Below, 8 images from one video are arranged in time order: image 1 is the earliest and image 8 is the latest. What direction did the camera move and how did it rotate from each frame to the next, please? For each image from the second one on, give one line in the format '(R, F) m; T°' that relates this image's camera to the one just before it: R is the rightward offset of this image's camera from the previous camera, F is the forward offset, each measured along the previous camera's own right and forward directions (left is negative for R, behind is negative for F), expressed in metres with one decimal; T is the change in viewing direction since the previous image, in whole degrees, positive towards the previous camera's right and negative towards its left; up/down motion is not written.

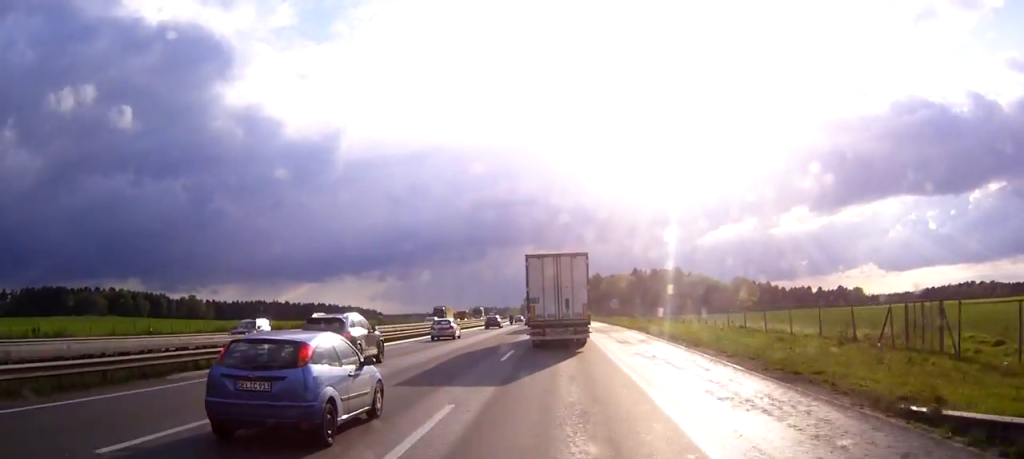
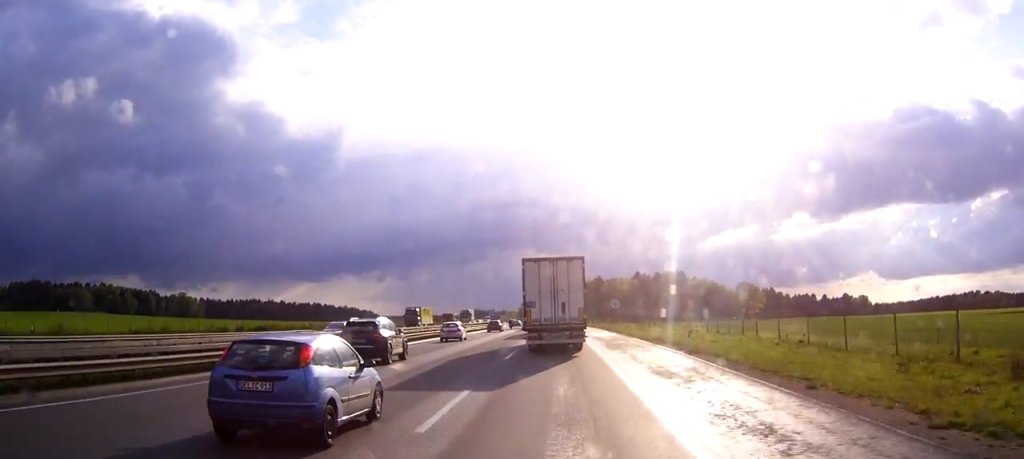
(+0.2, +14.8) m; -1°
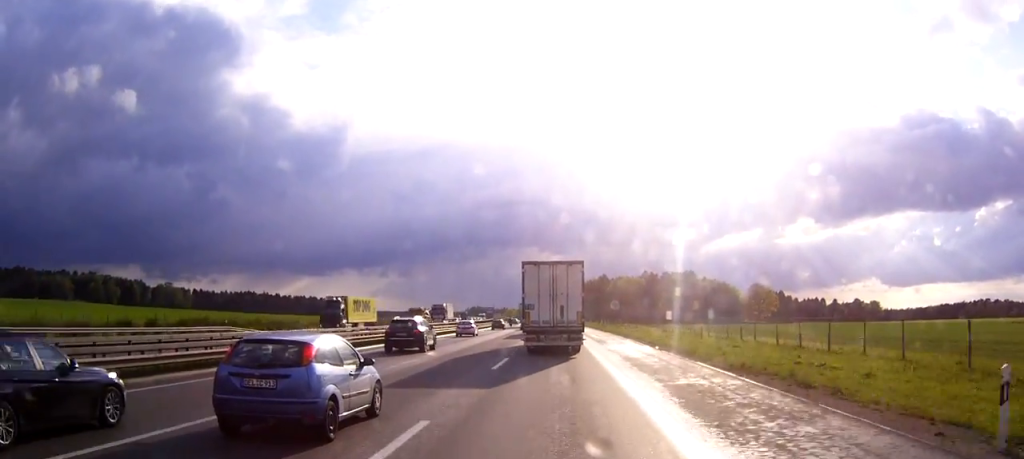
(-0.6, +23.3) m; -1°
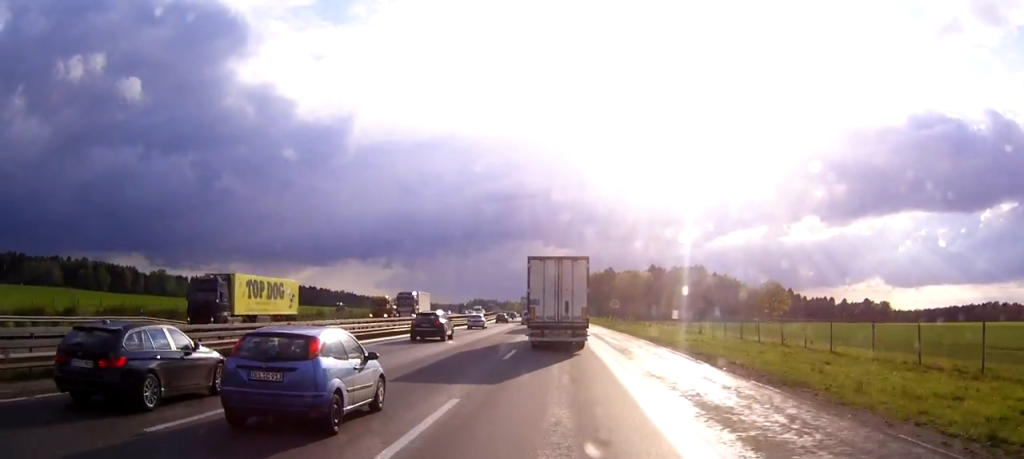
(0.0, +15.6) m; 0°
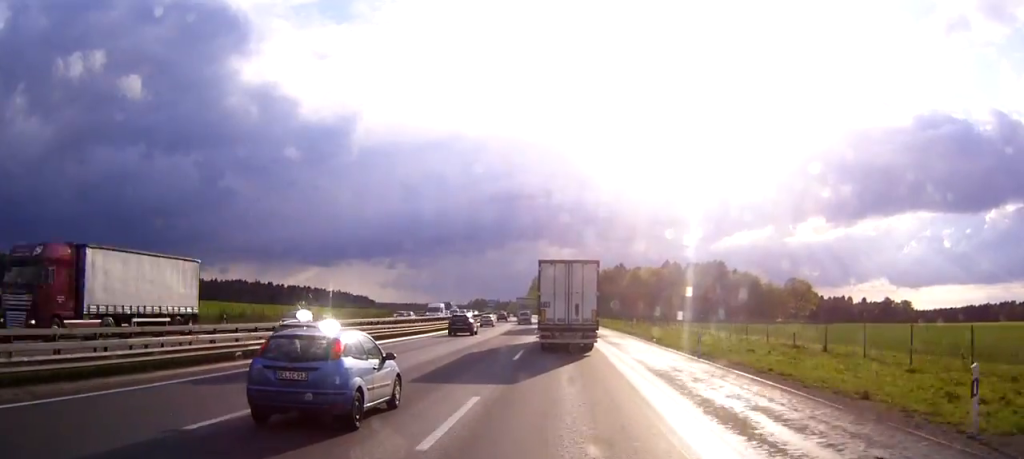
(0.0, +35.5) m; 0°
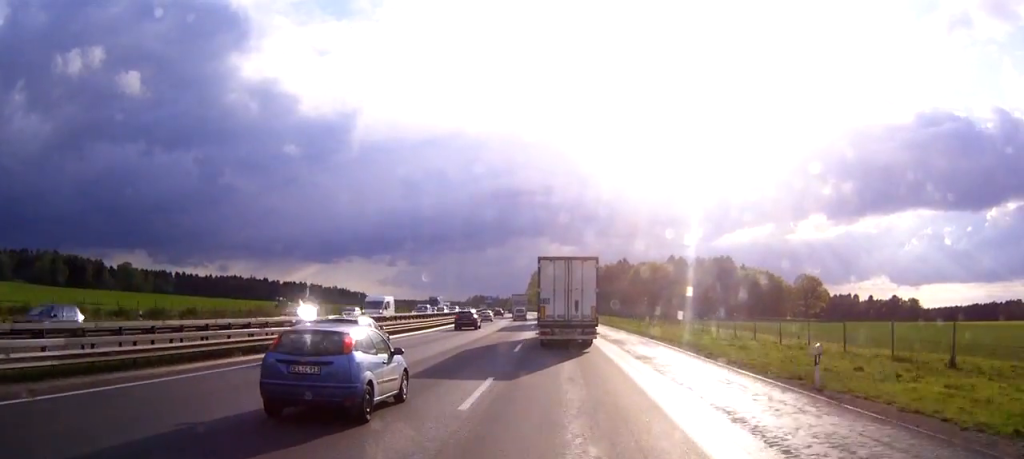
(0.0, +14.6) m; 0°
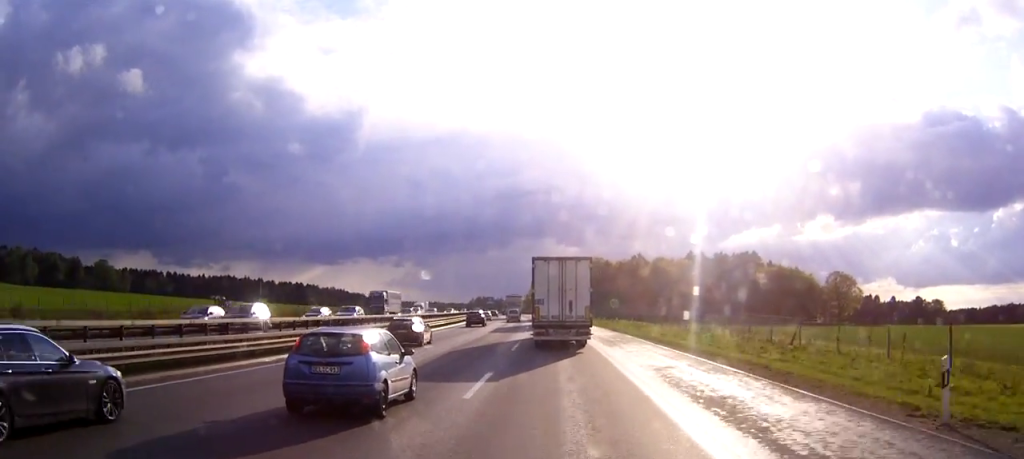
(0.0, +33.8) m; 0°
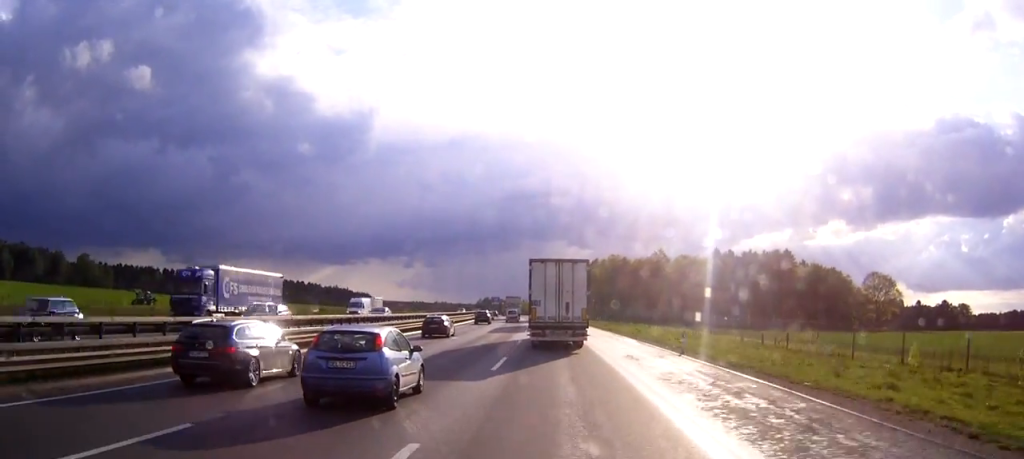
(0.0, +29.2) m; 0°
